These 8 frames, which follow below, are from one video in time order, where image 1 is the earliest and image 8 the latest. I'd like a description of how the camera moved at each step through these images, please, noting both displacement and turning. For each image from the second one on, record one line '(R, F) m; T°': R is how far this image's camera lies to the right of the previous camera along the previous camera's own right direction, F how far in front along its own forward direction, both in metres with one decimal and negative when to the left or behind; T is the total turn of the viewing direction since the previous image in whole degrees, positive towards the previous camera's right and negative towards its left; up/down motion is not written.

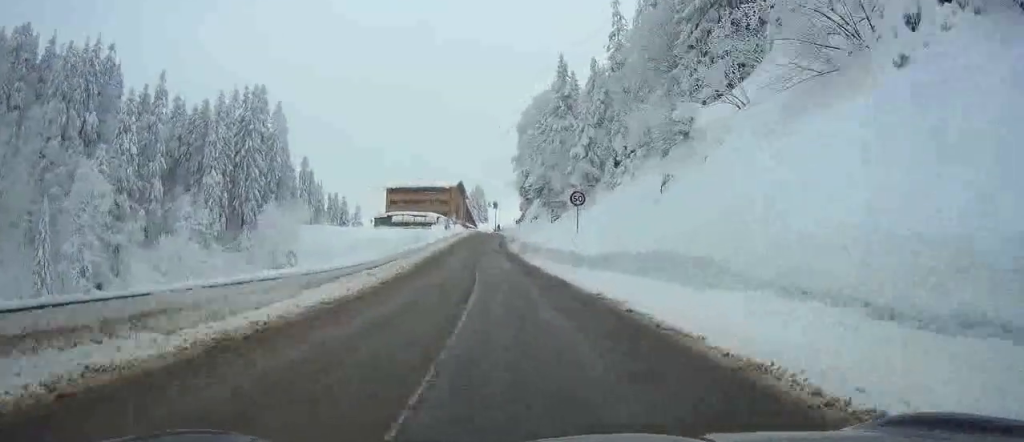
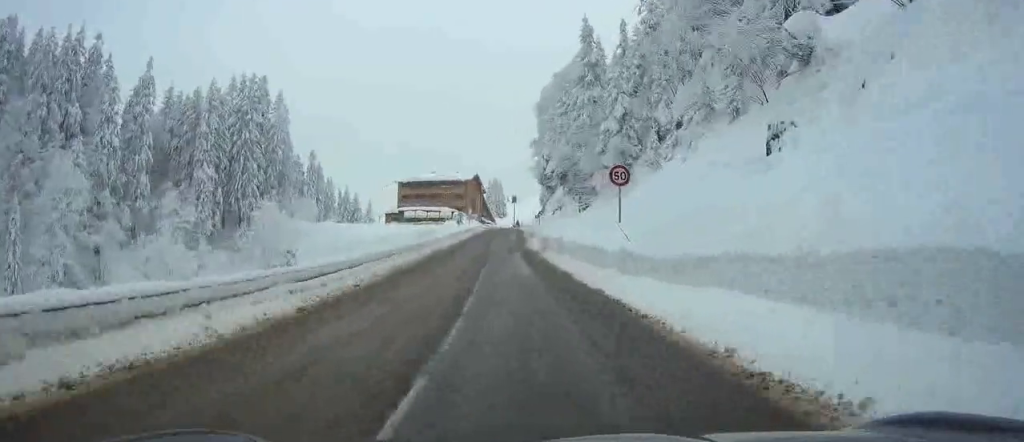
(-0.8, +20.0) m; -6°
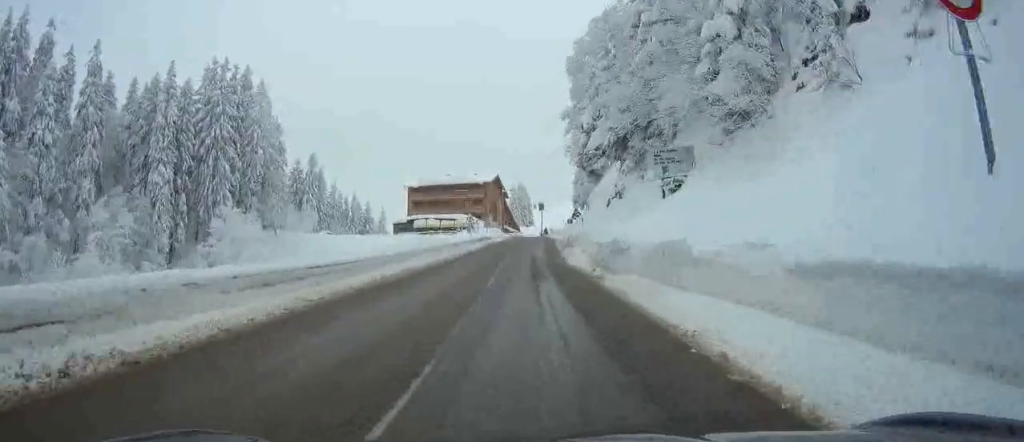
(-1.6, +18.0) m; -4°
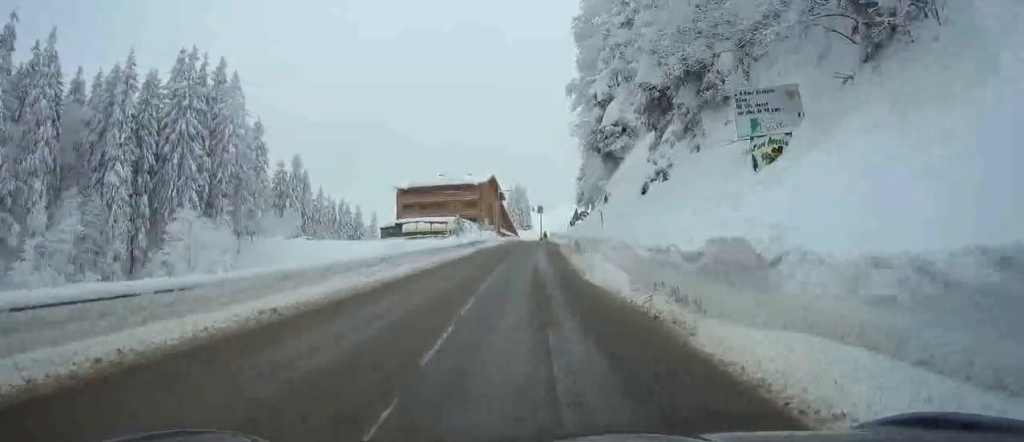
(-0.9, +8.9) m; +7°
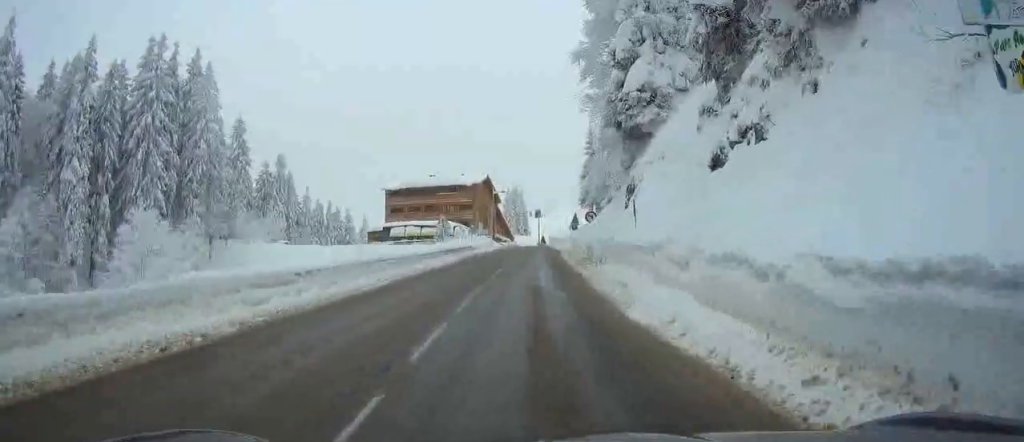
(+1.9, +8.0) m; +3°
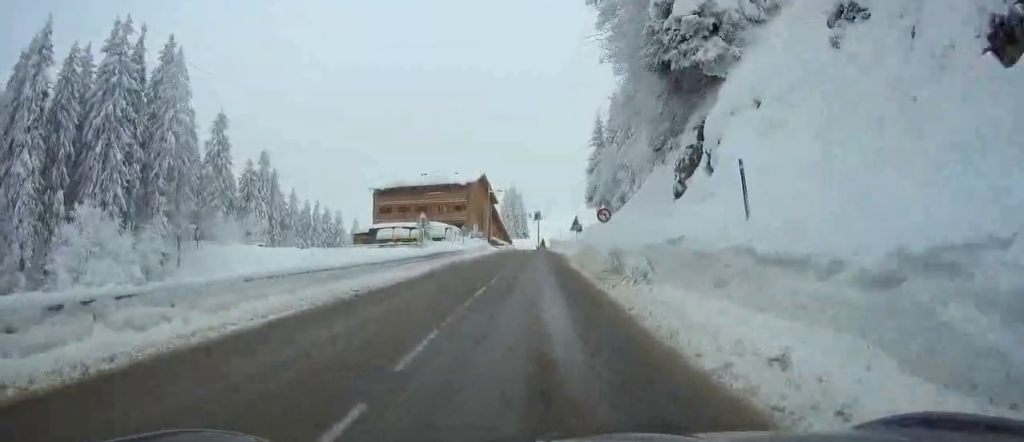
(+0.5, +8.6) m; 0°
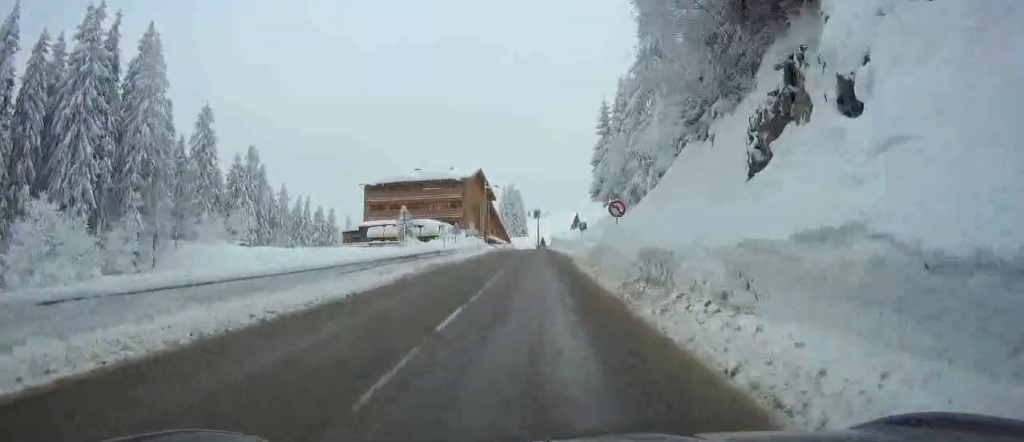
(-0.7, +6.7) m; -3°
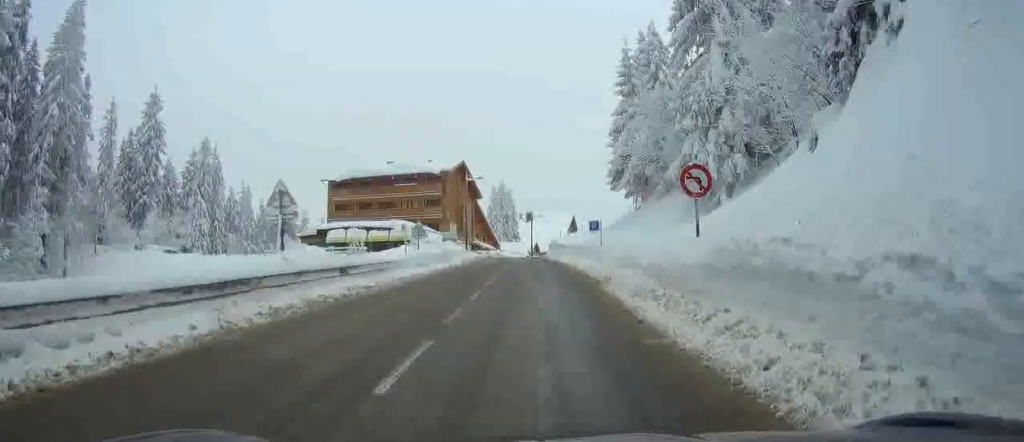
(-0.4, +17.1) m; -1°
